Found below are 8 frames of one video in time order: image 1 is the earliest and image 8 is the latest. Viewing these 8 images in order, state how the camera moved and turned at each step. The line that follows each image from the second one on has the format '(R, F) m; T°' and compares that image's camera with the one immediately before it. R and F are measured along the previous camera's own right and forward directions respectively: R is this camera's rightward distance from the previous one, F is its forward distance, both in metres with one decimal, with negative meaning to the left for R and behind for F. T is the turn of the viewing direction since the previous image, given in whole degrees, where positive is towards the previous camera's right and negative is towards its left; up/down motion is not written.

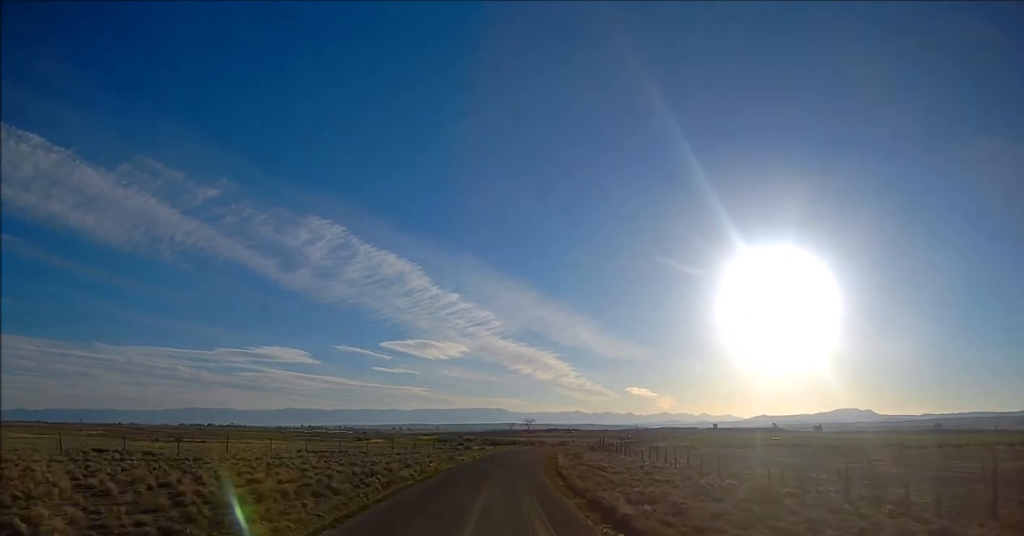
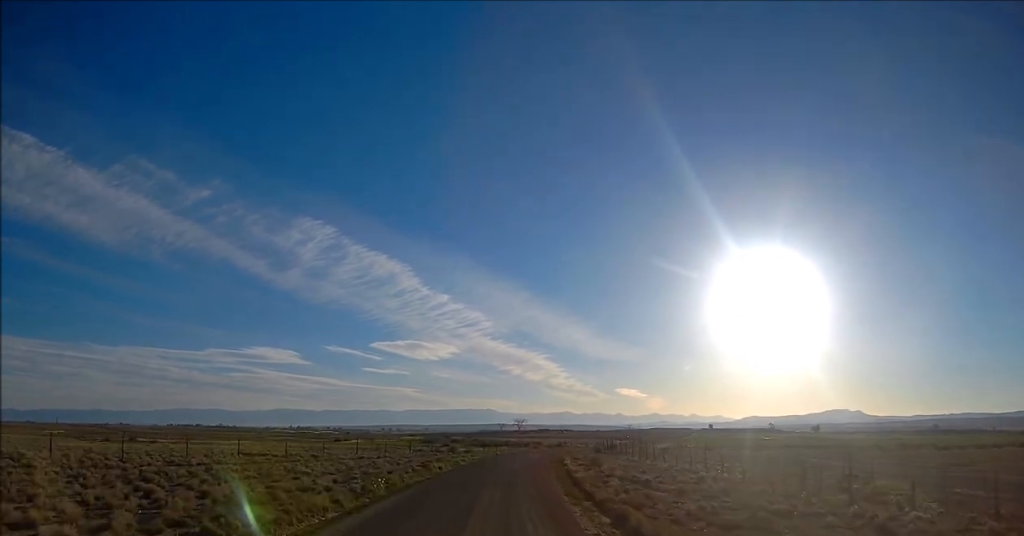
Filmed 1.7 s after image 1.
(0.0, +17.7) m; +1°
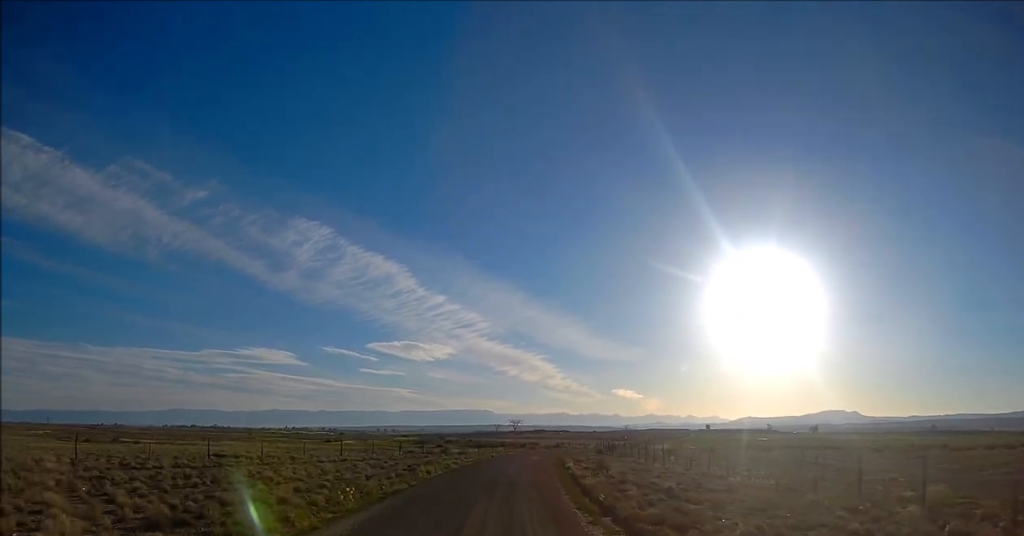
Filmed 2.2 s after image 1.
(0.0, +5.5) m; 0°
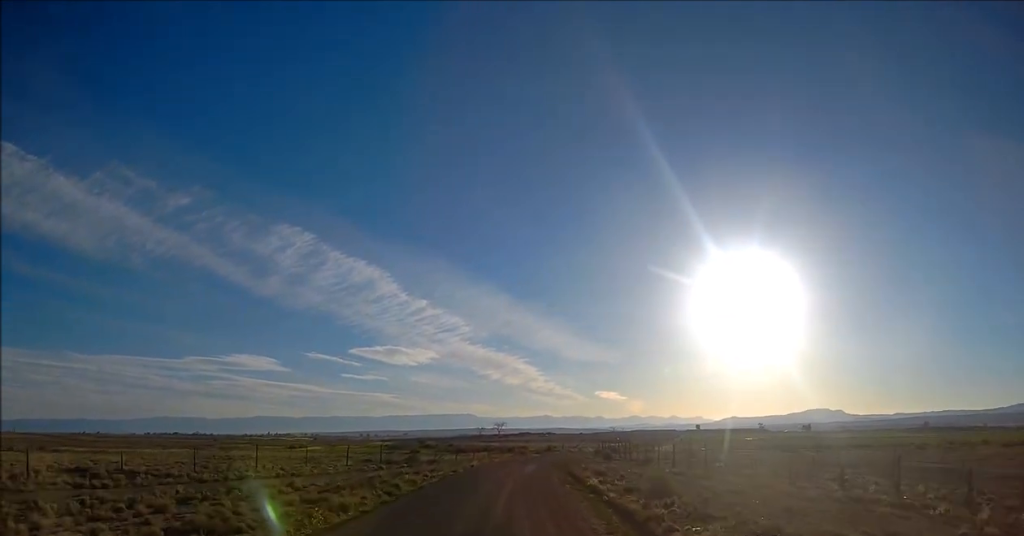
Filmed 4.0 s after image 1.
(+0.4, +19.9) m; +3°
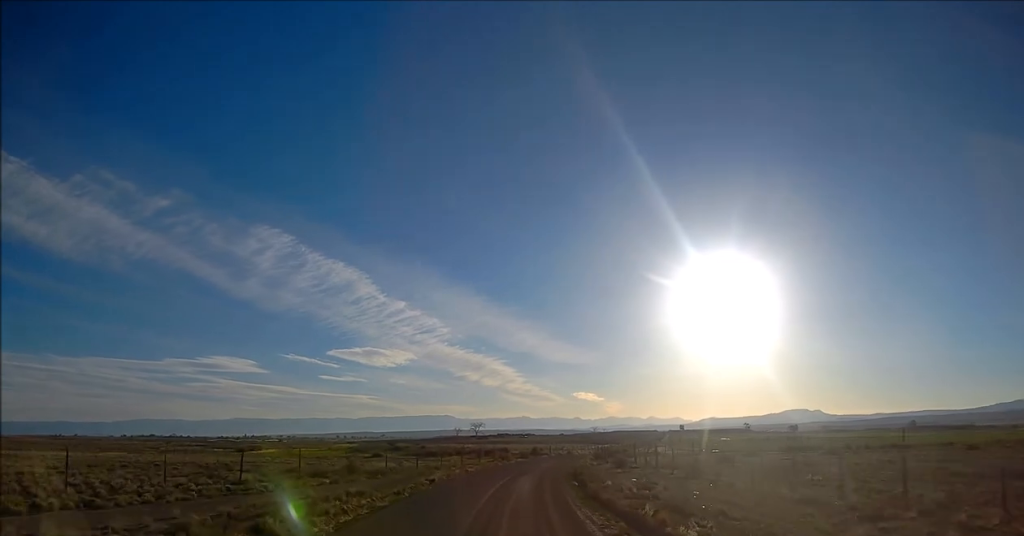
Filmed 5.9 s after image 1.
(+0.6, +19.7) m; +3°
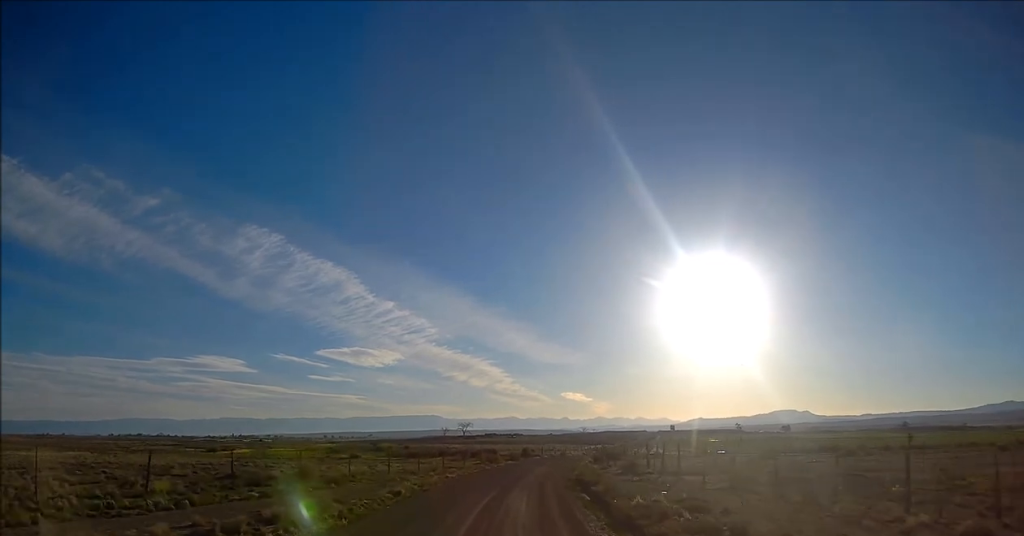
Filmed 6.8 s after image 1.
(-0.1, +10.1) m; 0°
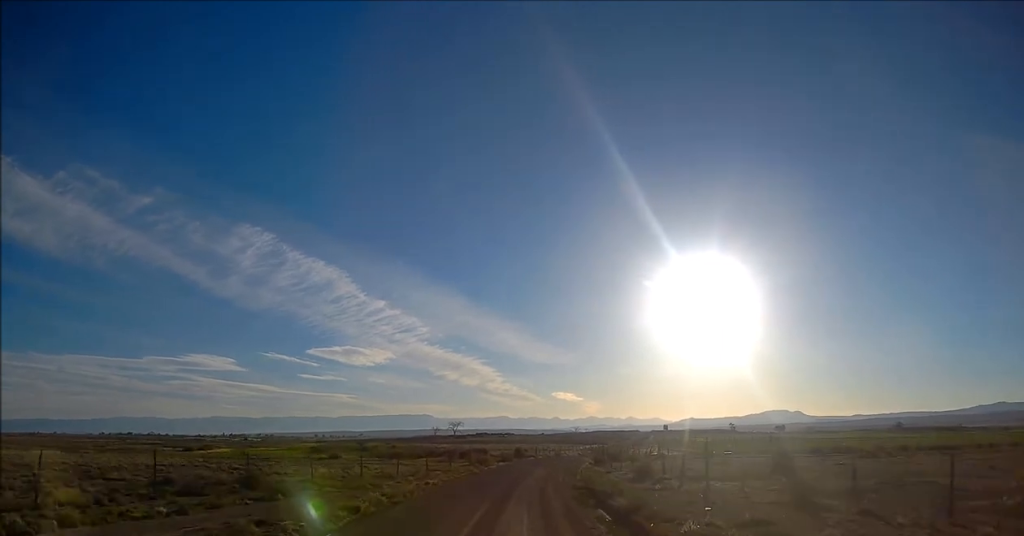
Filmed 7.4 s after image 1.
(0.0, +7.4) m; 0°
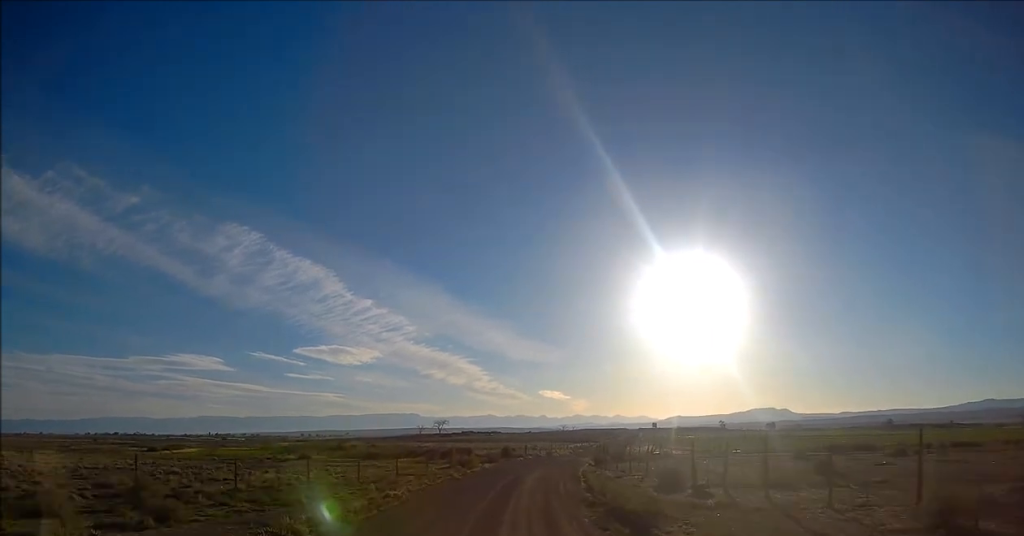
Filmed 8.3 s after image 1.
(0.0, +9.3) m; +1°
